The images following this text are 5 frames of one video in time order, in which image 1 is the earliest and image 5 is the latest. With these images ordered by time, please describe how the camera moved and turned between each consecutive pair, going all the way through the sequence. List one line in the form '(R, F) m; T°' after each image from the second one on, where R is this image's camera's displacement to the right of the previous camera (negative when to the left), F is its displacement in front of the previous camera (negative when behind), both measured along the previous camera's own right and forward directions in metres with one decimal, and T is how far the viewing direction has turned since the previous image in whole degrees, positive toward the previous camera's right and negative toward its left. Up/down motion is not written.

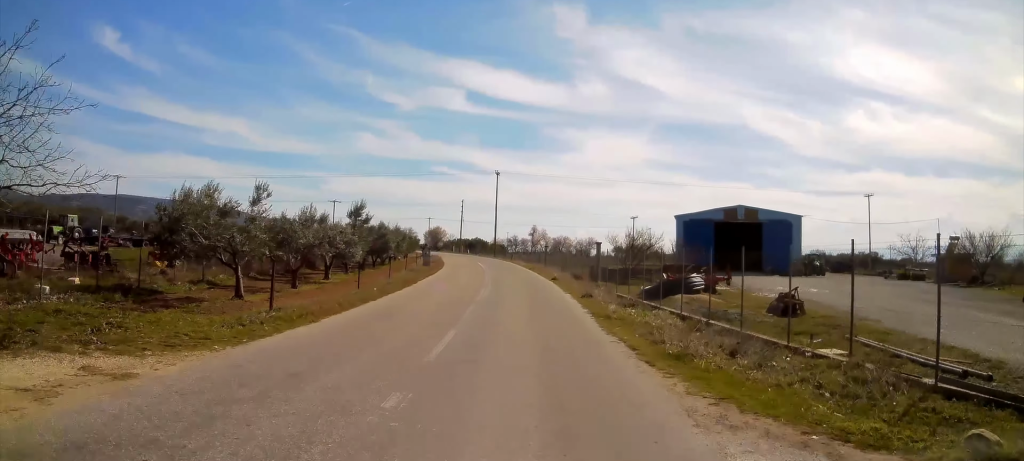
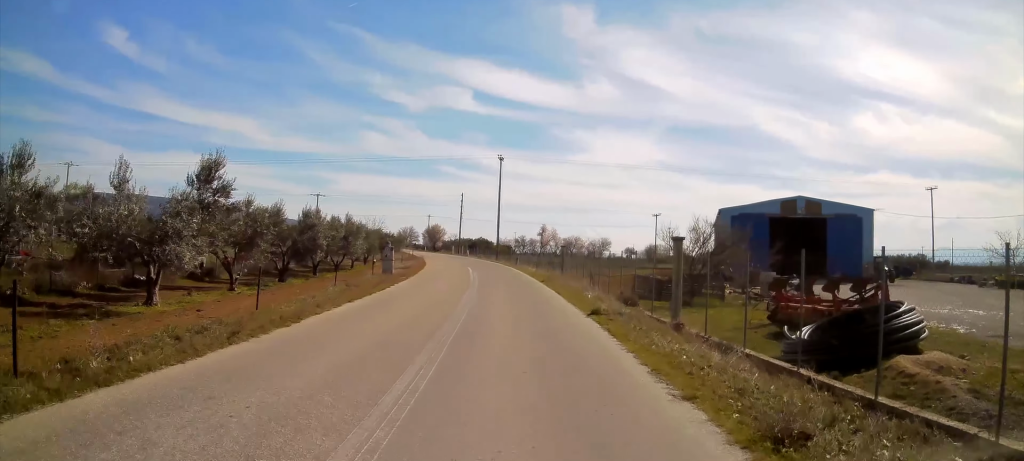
(0.0, +15.2) m; -1°
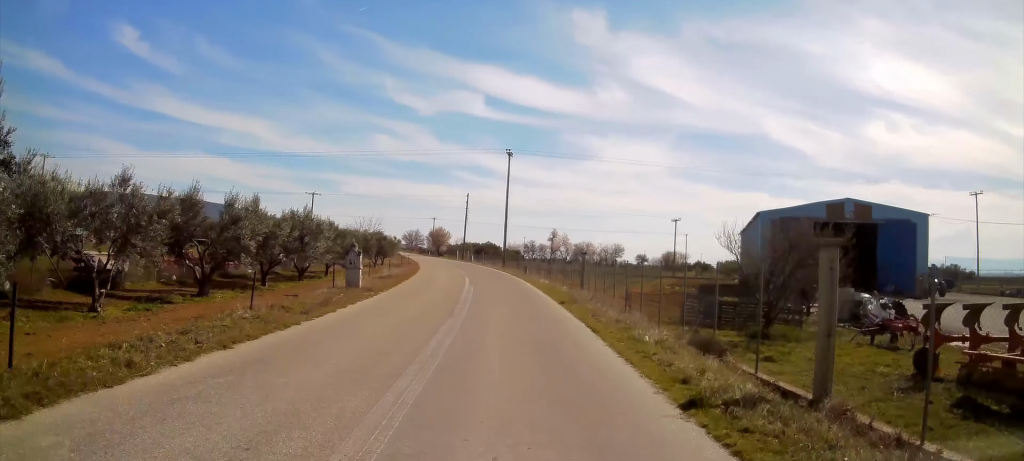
(0.0, +7.8) m; -1°
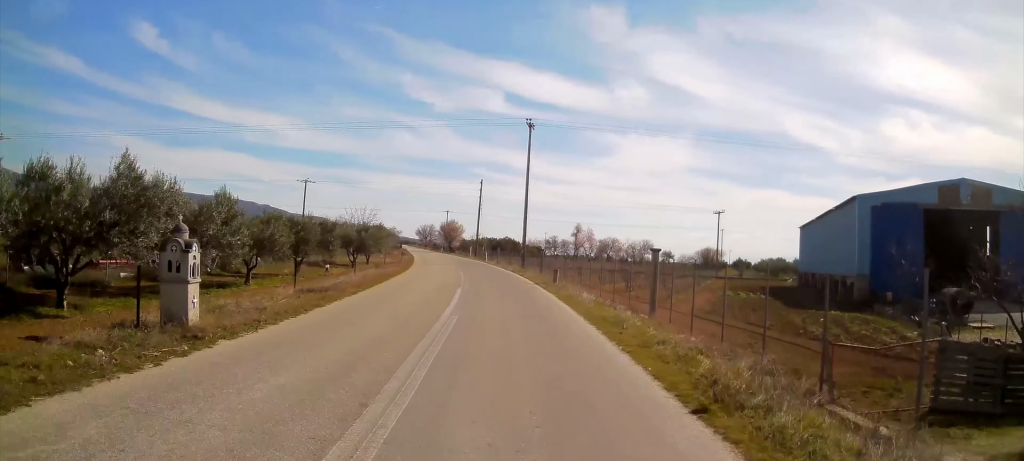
(-0.1, +13.4) m; -1°
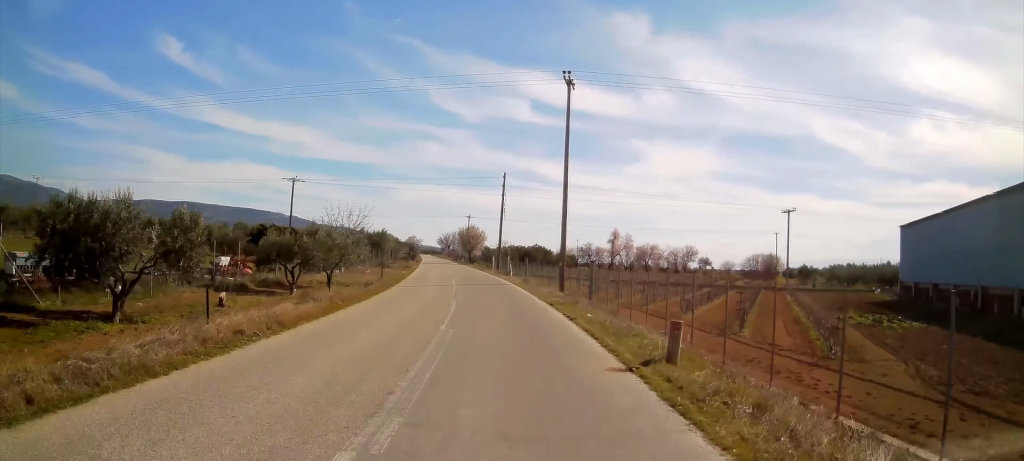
(-0.3, +16.5) m; -2°
